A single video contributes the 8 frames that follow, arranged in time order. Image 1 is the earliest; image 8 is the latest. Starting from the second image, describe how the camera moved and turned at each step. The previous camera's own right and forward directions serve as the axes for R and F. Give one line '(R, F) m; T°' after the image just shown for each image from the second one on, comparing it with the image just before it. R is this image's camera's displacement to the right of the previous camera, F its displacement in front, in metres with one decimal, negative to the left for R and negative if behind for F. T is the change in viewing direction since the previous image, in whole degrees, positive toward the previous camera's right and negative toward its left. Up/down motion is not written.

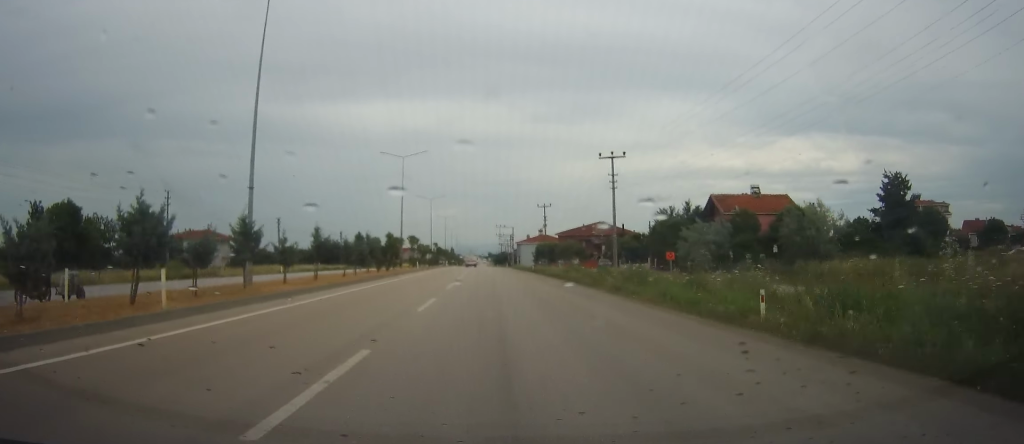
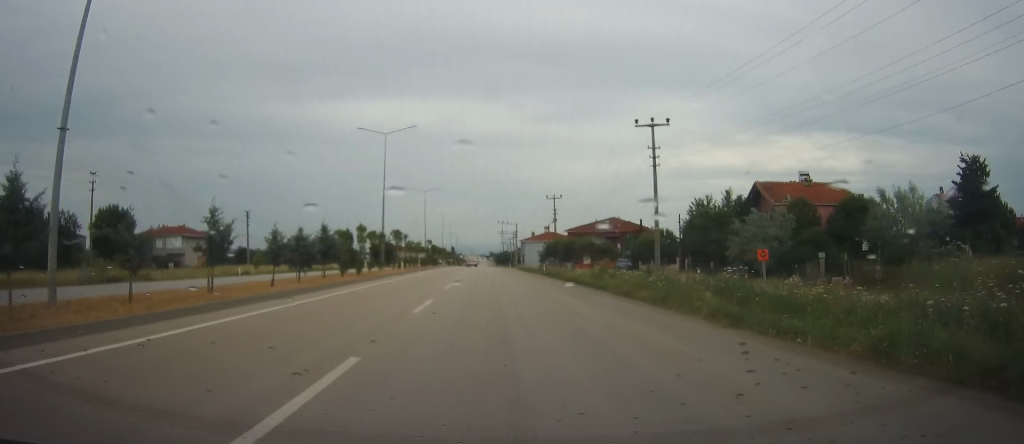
(+0.1, +12.7) m; 0°
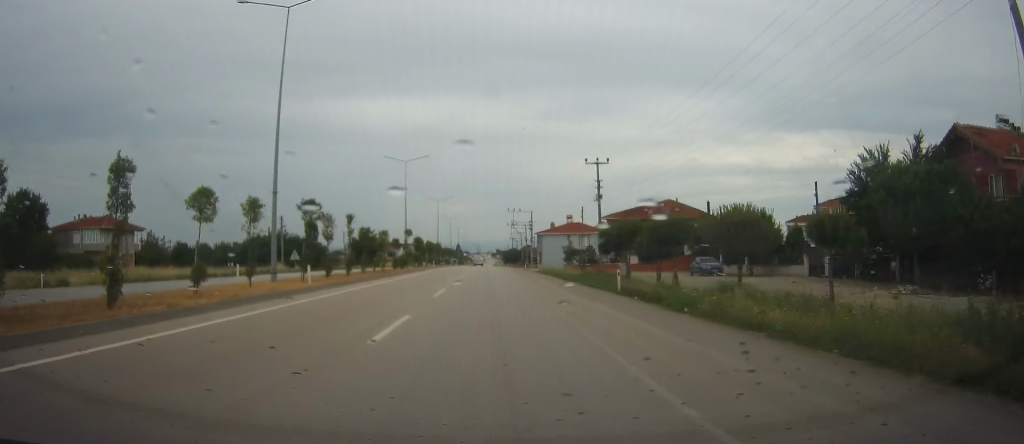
(-0.5, +29.1) m; -2°
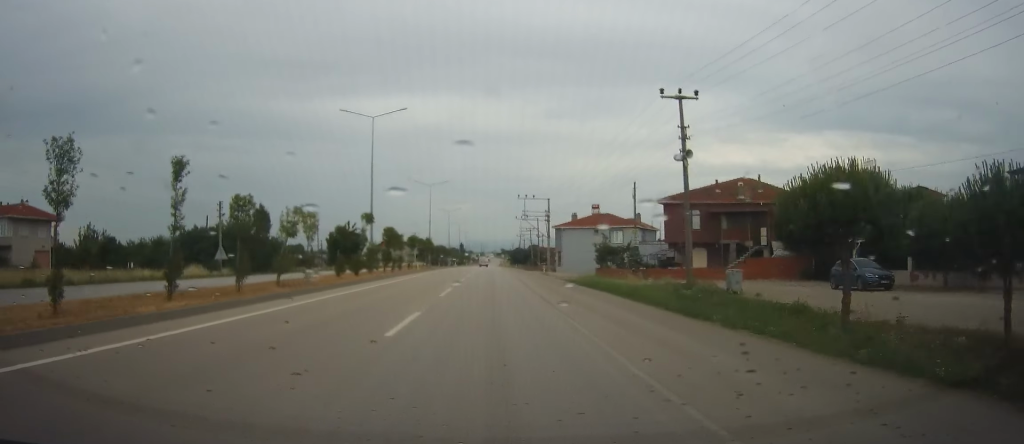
(-0.3, +22.1) m; -1°
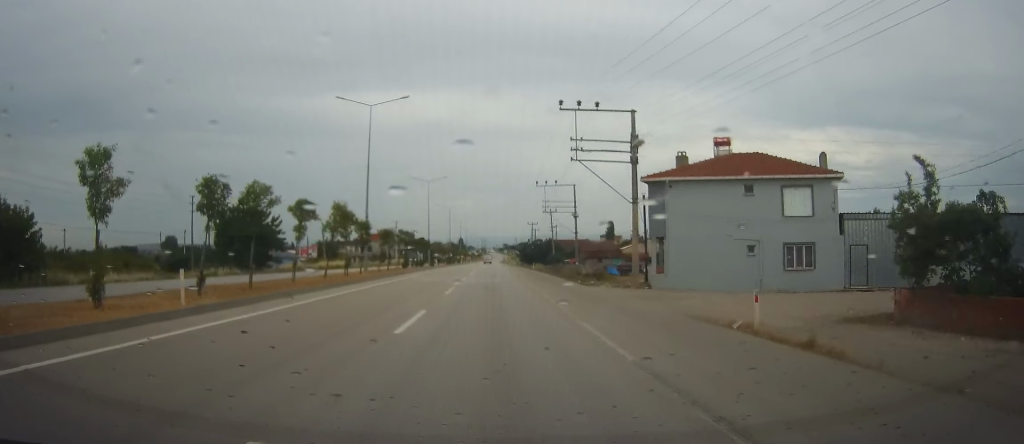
(+0.7, +46.3) m; 0°
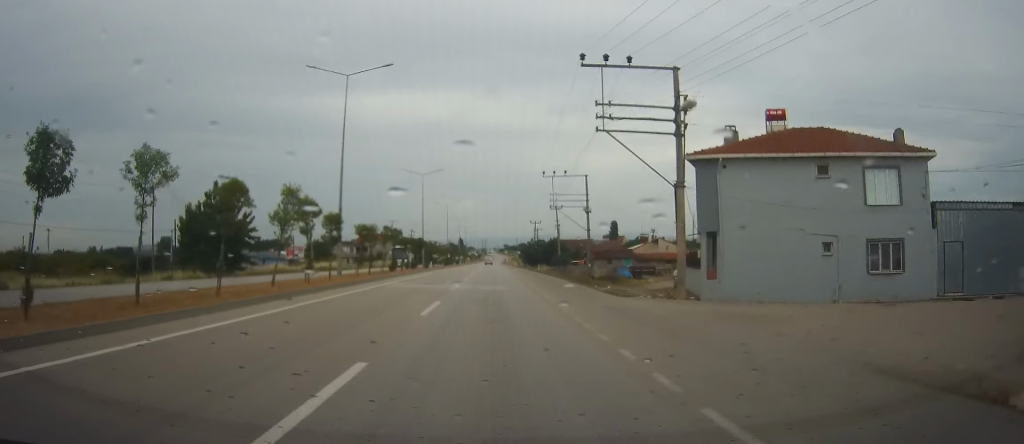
(-0.2, +8.8) m; 0°
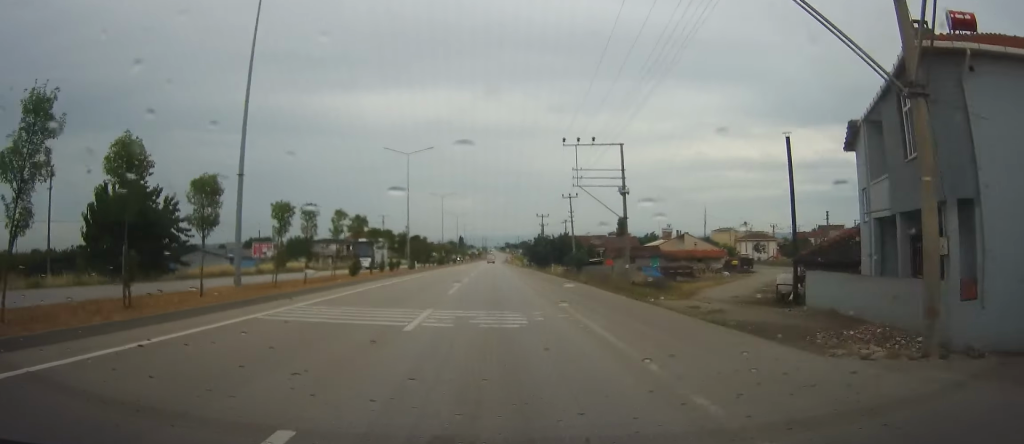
(-0.5, +14.4) m; 0°
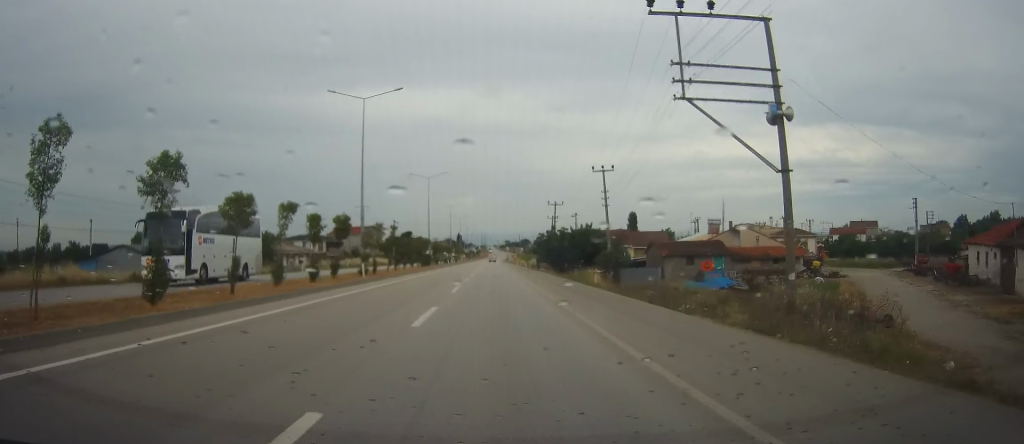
(+0.6, +23.1) m; +1°
